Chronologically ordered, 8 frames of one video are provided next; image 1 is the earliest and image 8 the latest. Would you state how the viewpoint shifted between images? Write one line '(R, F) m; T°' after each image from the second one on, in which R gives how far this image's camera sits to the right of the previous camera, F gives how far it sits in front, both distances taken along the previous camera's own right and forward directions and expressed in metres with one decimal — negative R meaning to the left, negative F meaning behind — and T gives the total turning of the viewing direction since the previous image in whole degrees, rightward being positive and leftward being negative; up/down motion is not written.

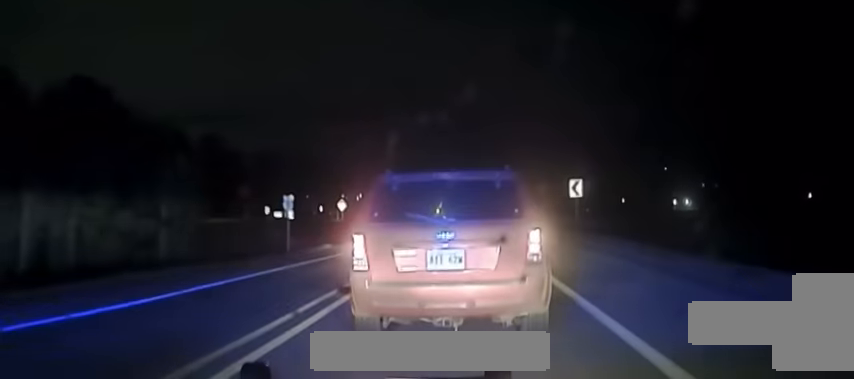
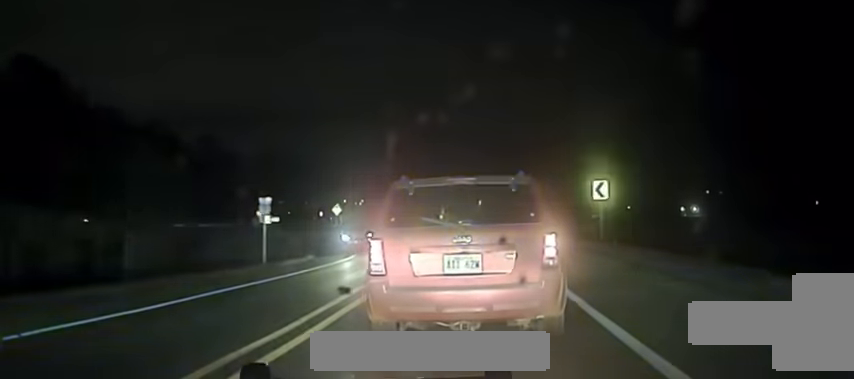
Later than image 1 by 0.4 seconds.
(+0.1, +6.0) m; 0°
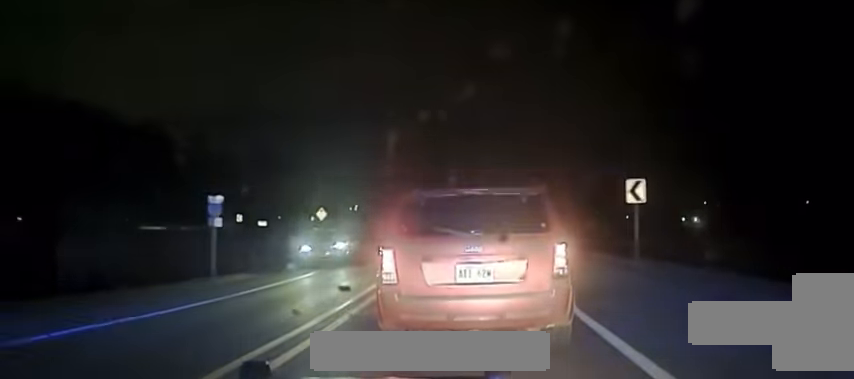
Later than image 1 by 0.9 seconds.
(+0.1, +7.6) m; -2°
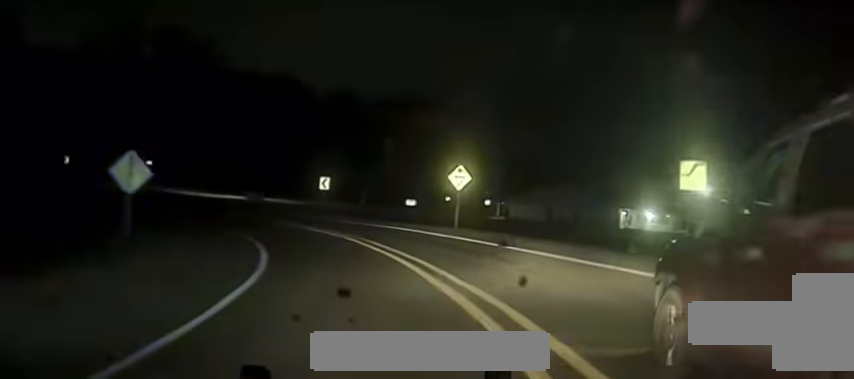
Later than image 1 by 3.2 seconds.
(-2.7, +39.9) m; -10°
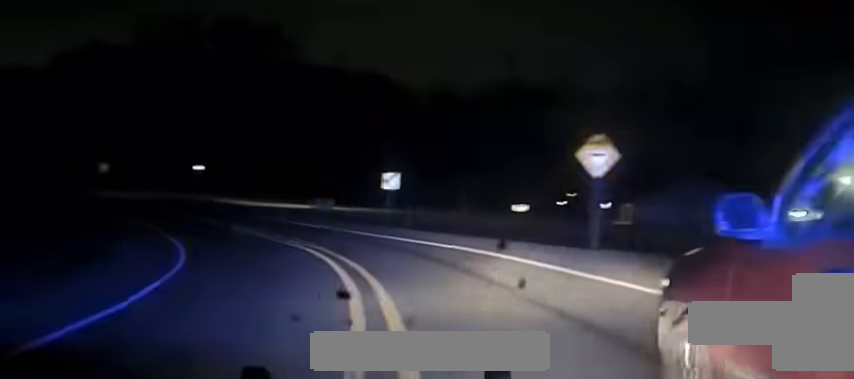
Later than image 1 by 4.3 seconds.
(-1.8, +19.4) m; -9°
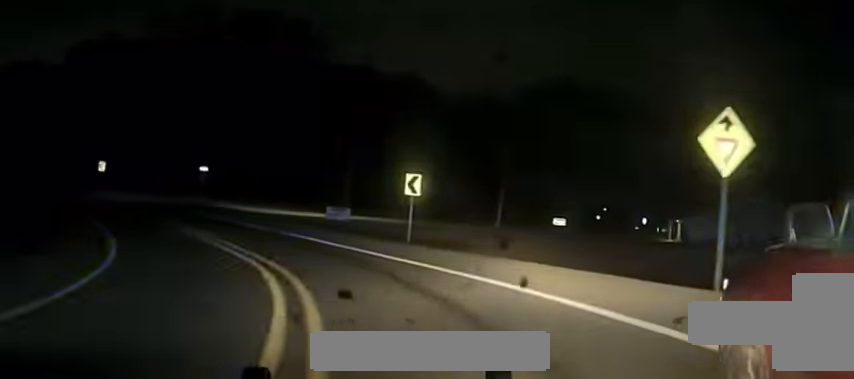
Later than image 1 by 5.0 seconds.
(-0.8, +9.9) m; -3°
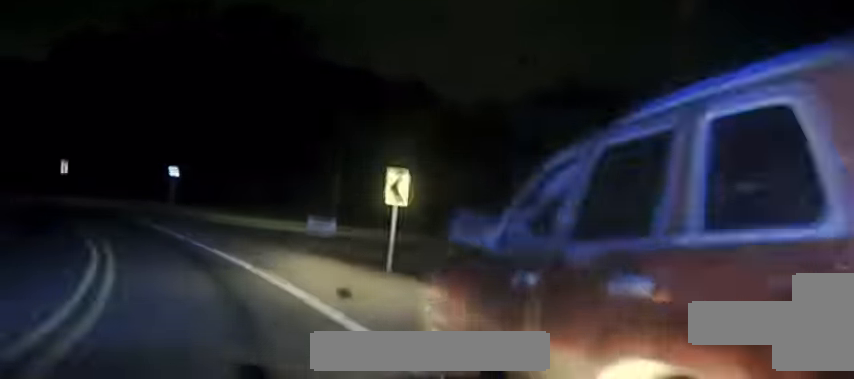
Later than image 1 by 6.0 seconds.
(-0.1, +11.0) m; -7°
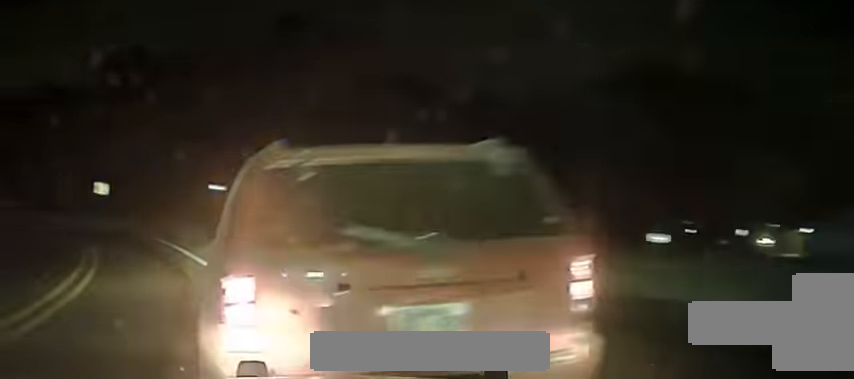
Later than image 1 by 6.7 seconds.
(-0.7, +5.7) m; -13°
